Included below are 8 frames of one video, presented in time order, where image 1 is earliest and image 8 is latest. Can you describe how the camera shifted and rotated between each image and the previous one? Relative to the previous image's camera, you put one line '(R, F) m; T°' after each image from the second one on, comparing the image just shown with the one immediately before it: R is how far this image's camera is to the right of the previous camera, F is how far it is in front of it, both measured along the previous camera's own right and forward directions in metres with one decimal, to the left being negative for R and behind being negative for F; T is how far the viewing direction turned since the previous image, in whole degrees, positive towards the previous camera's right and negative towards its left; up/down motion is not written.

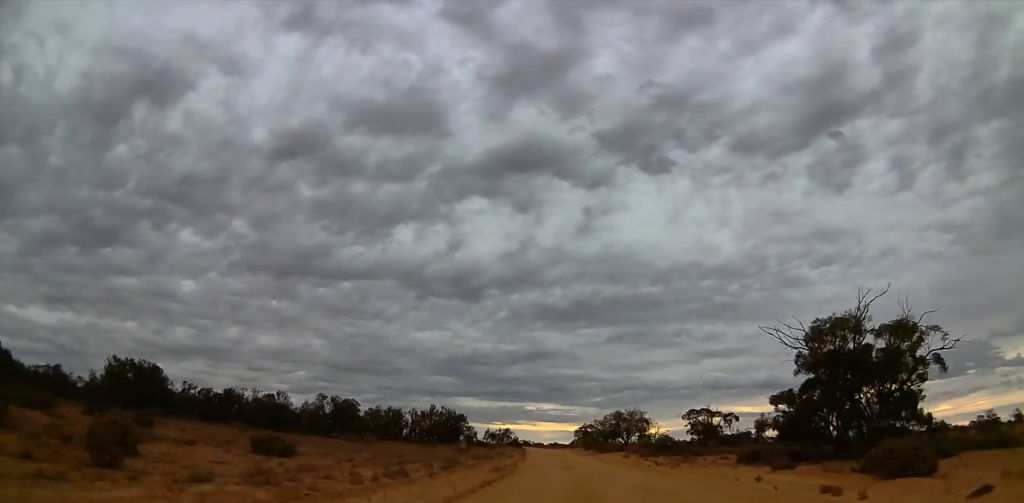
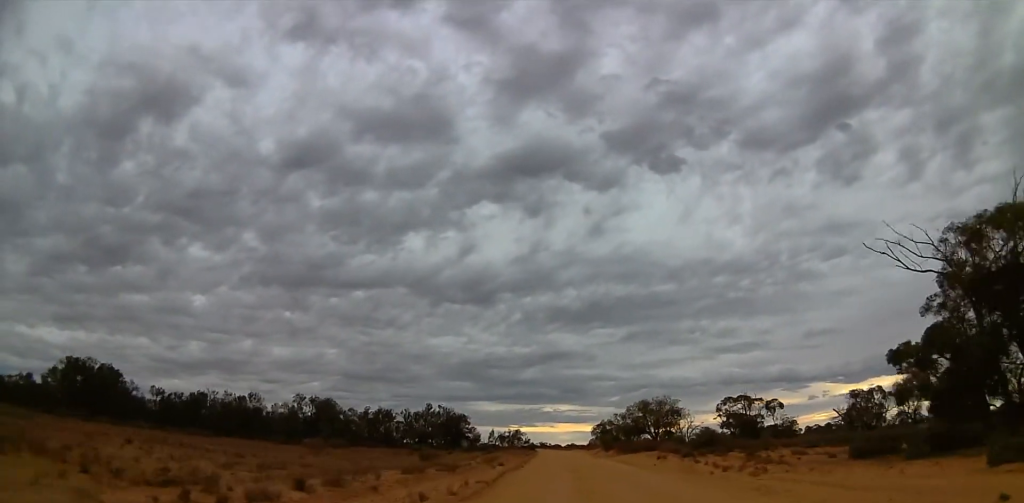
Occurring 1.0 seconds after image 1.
(-0.2, +14.5) m; -1°
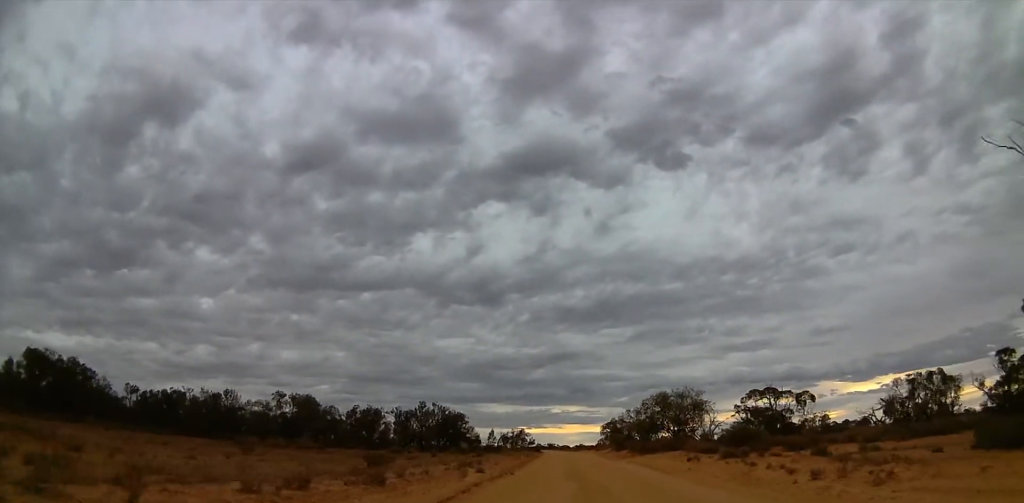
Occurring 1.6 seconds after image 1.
(0.0, +9.0) m; -1°
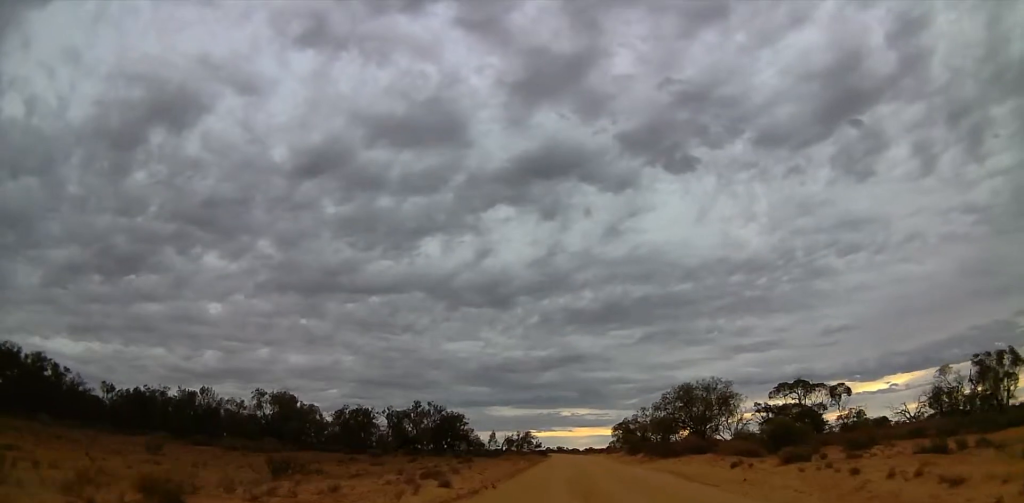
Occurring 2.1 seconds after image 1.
(0.0, +8.0) m; -1°
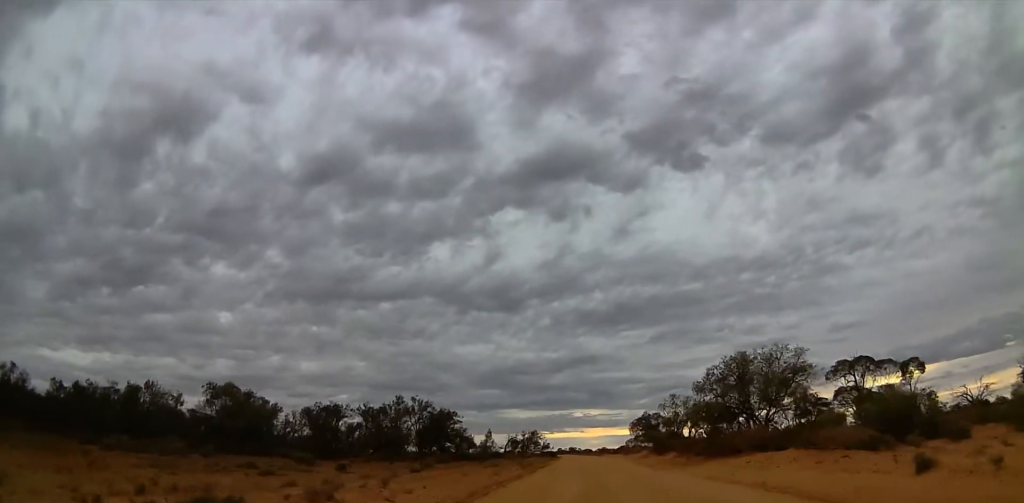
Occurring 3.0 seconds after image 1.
(-0.2, +13.4) m; -1°
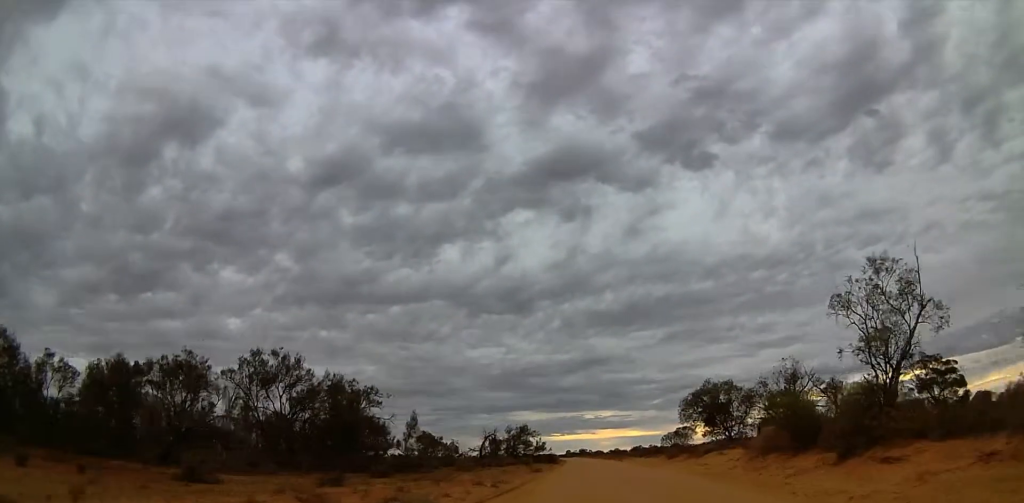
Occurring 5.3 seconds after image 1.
(-0.3, +34.9) m; -1°
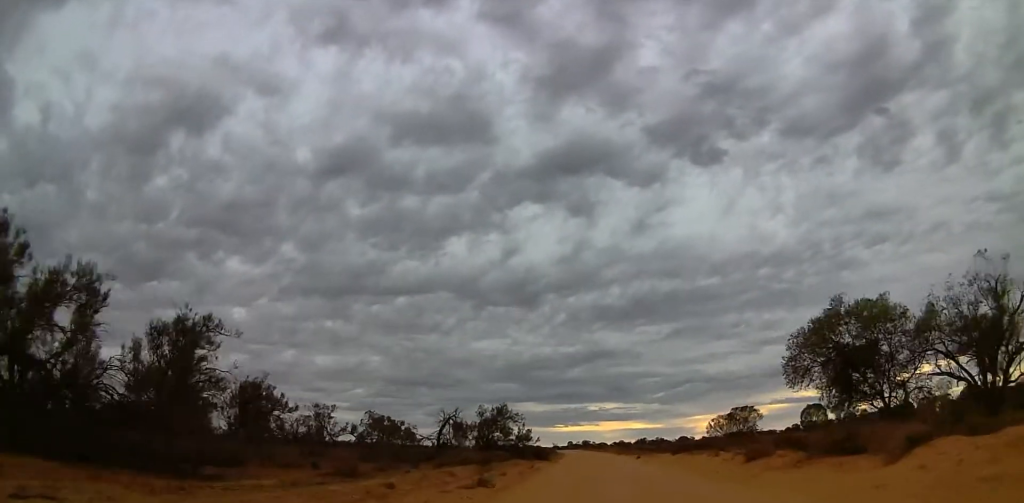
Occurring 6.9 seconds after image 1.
(-0.2, +22.4) m; -1°
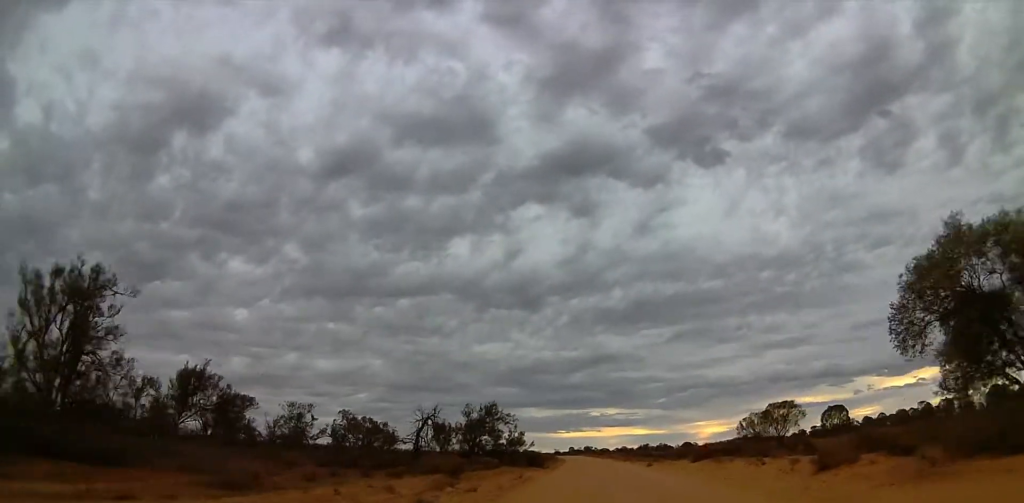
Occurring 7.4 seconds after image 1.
(0.0, +7.4) m; 0°
